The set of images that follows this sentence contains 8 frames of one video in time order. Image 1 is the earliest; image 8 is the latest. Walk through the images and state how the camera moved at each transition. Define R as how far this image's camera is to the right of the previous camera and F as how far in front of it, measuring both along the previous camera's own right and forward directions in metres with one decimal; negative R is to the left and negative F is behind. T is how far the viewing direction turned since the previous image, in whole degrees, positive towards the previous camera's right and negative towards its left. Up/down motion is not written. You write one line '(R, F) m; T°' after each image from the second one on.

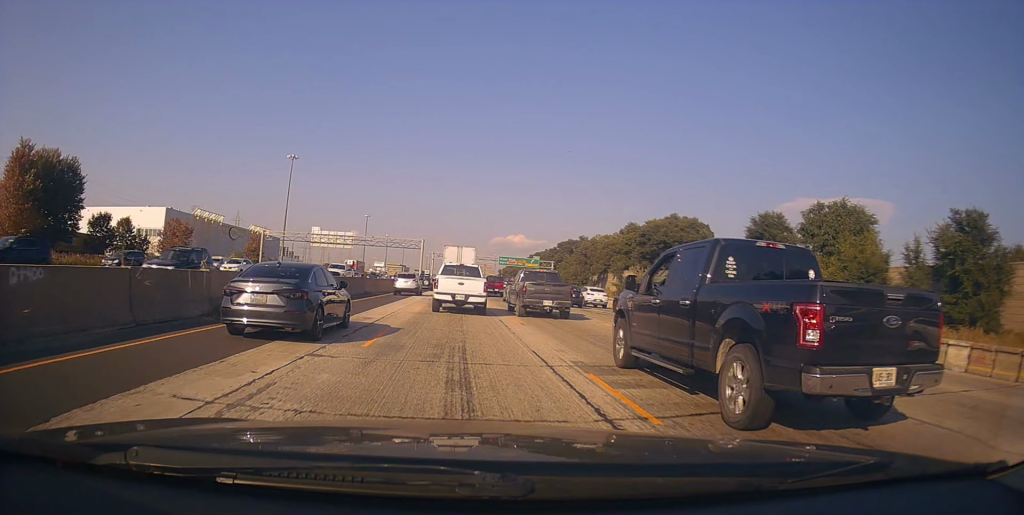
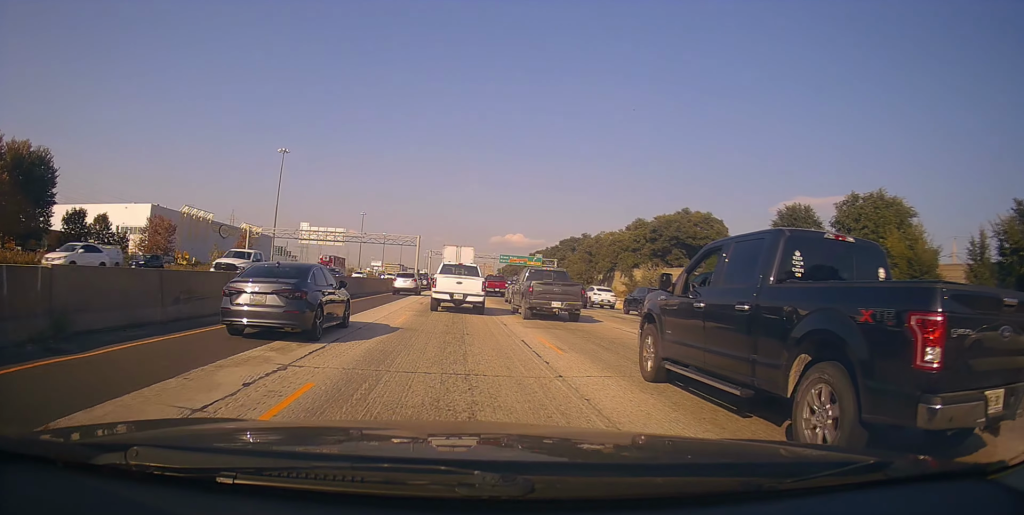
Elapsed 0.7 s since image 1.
(+0.3, +6.6) m; +1°
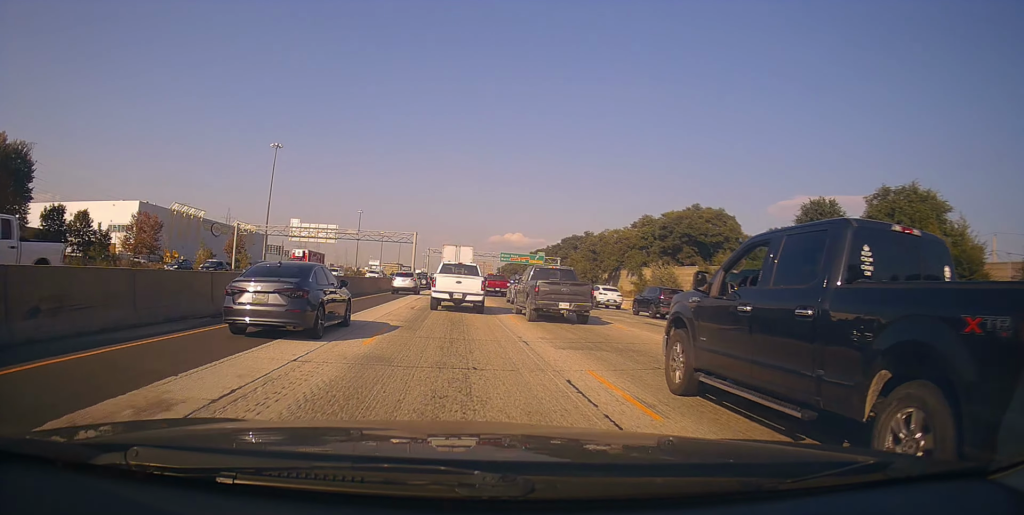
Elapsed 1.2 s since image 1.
(-0.1, +5.2) m; 0°
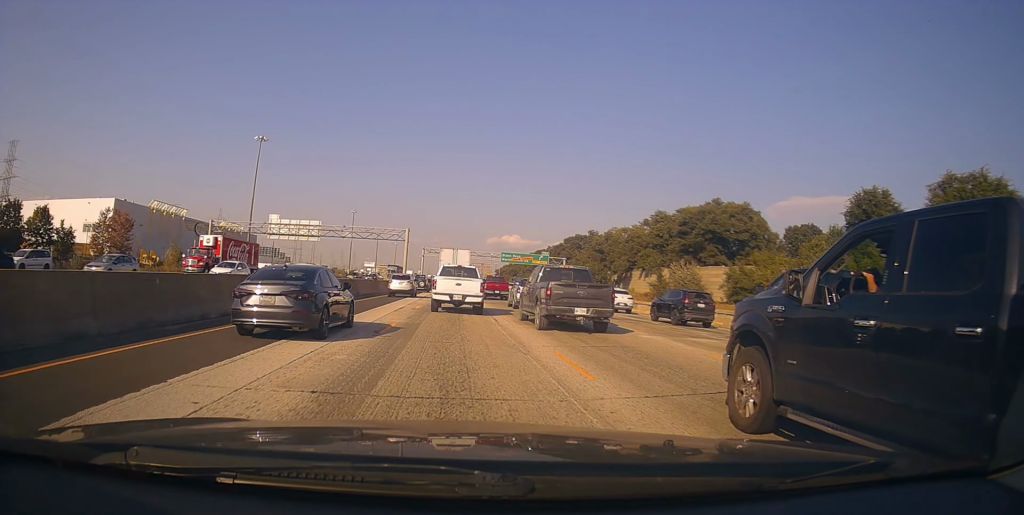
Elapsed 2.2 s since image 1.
(0.0, +9.7) m; 0°
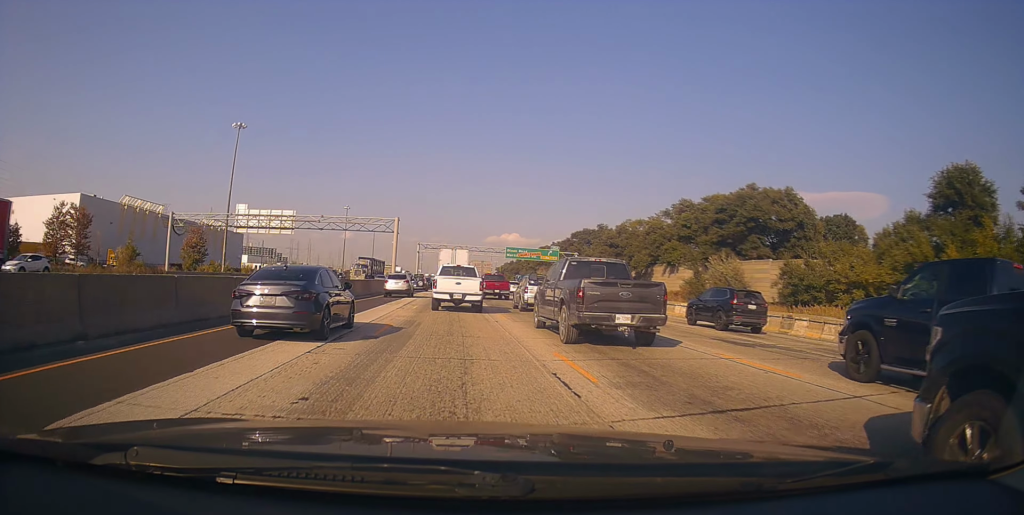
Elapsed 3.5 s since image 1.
(0.0, +12.3) m; +1°
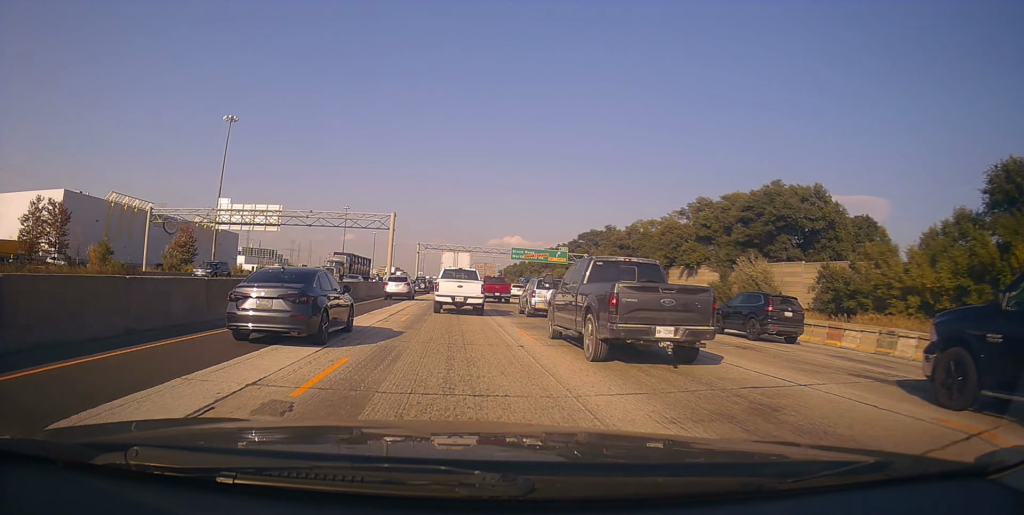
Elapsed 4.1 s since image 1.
(0.0, +6.3) m; 0°
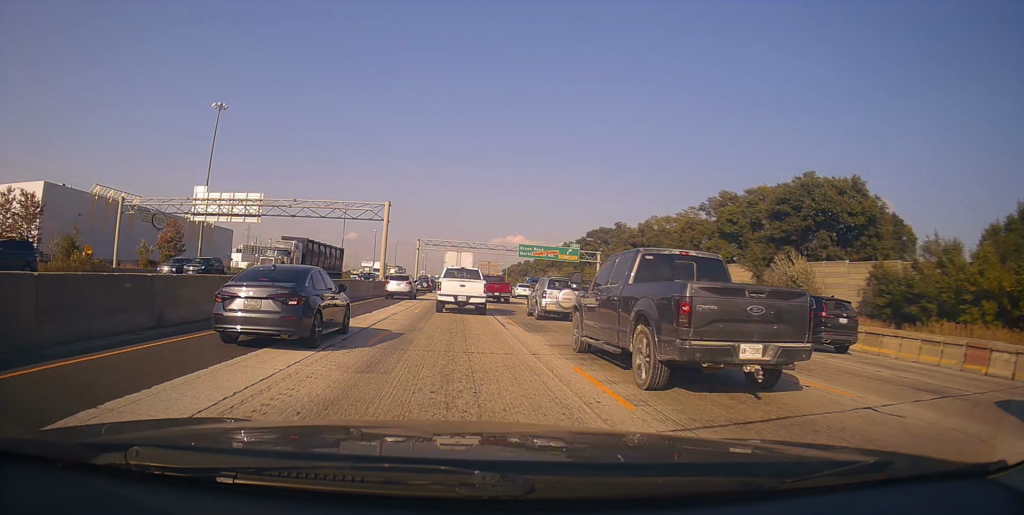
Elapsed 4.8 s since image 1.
(+0.3, +7.1) m; -1°
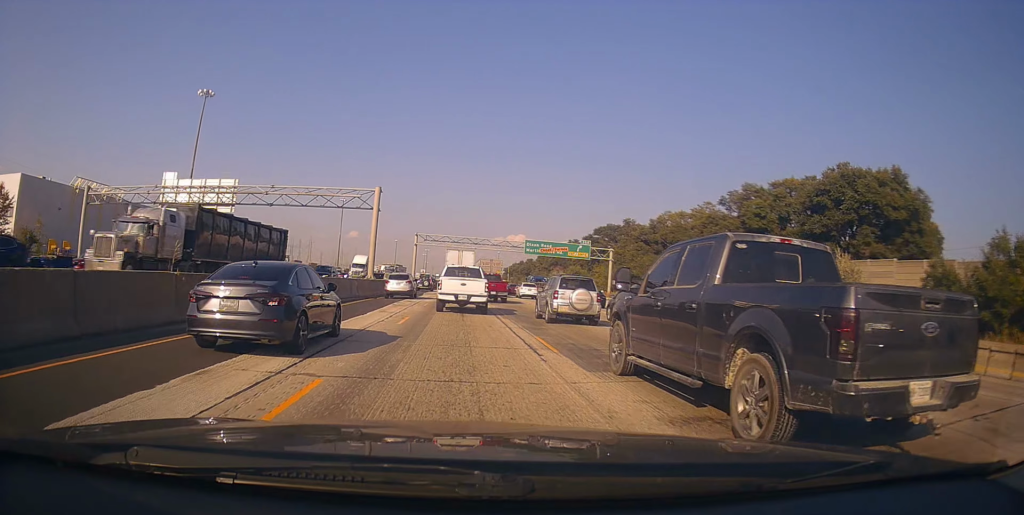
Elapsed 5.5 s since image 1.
(-0.5, +6.9) m; +1°
